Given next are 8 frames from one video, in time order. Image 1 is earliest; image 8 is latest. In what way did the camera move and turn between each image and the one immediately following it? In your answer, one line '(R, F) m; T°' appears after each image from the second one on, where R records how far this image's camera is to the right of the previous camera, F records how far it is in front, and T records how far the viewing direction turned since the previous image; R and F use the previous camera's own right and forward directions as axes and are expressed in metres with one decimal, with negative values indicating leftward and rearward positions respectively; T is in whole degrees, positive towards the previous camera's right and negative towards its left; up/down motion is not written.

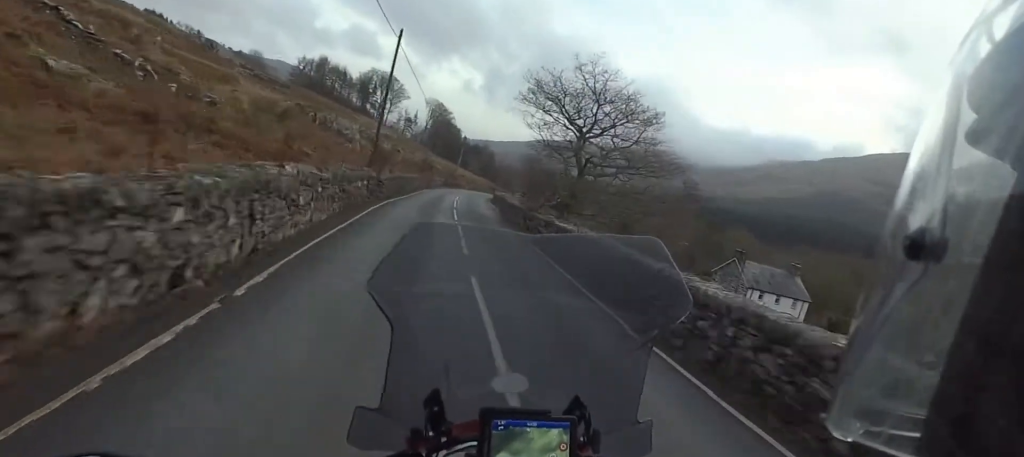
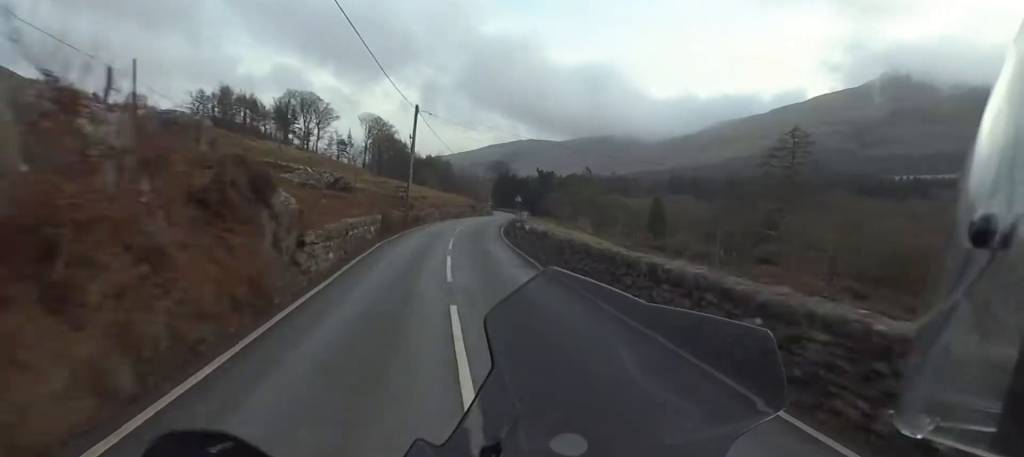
(0.0, +44.3) m; +4°
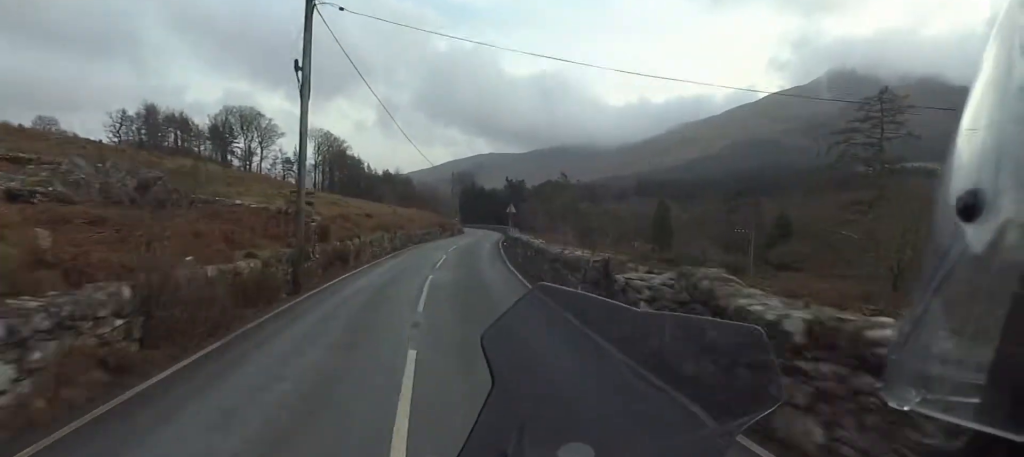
(+1.1, +20.3) m; +4°
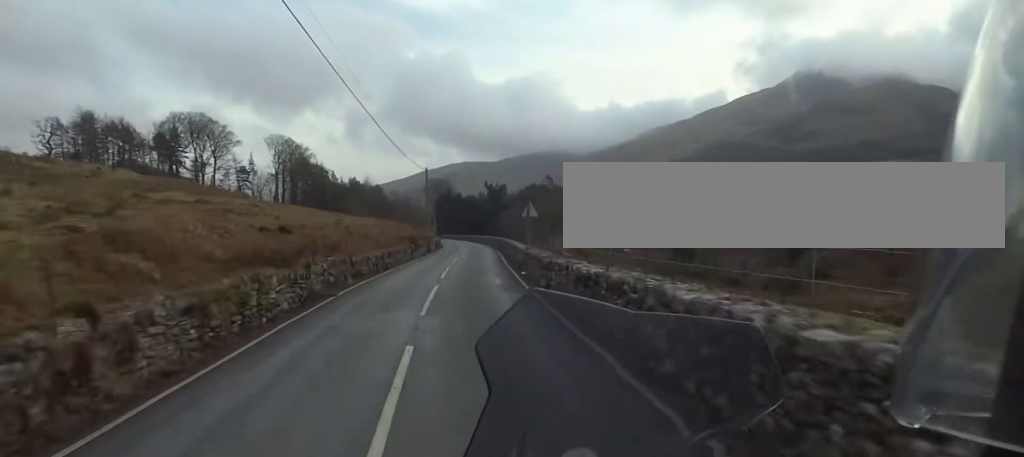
(+0.5, +17.3) m; +2°
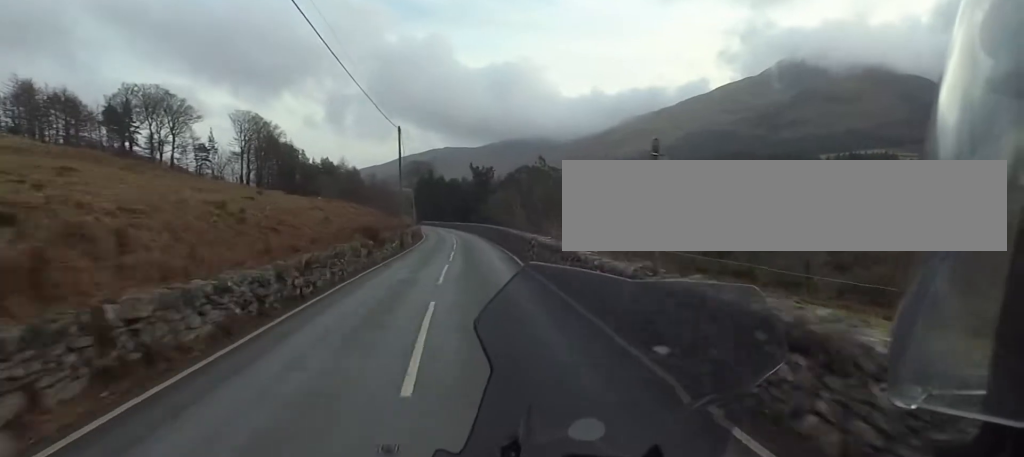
(+0.2, +15.2) m; 0°
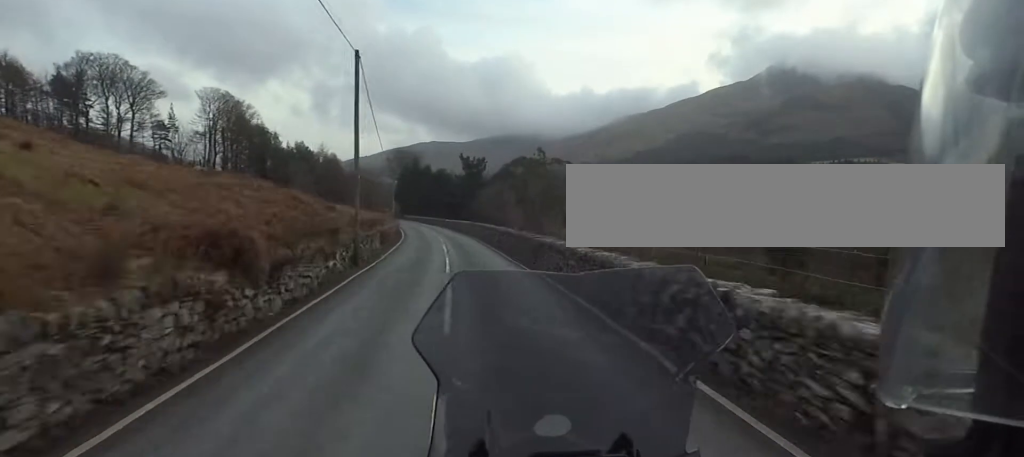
(-0.1, +15.3) m; -1°
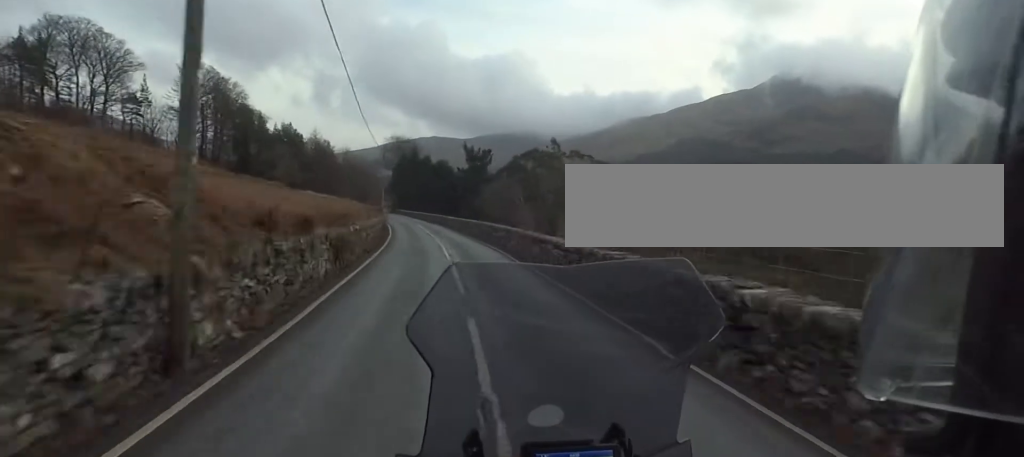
(0.0, +14.2) m; -1°
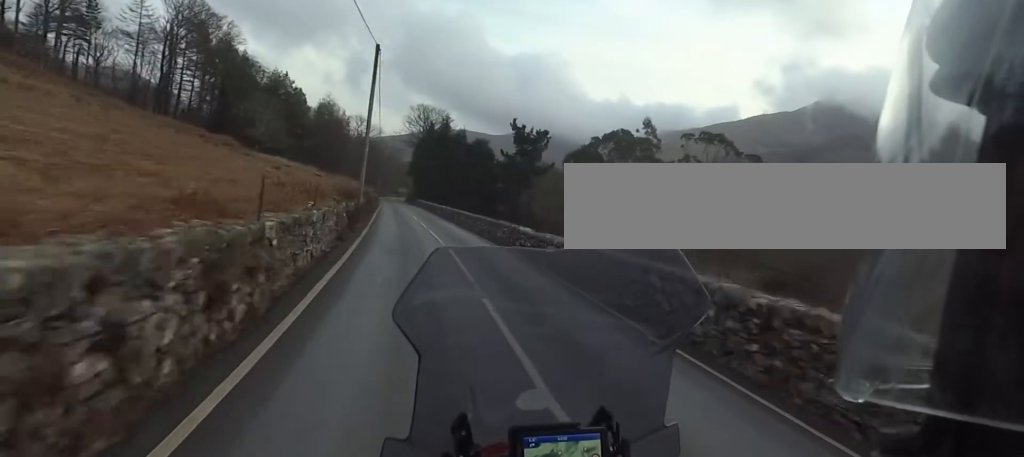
(-0.7, +35.1) m; -2°
